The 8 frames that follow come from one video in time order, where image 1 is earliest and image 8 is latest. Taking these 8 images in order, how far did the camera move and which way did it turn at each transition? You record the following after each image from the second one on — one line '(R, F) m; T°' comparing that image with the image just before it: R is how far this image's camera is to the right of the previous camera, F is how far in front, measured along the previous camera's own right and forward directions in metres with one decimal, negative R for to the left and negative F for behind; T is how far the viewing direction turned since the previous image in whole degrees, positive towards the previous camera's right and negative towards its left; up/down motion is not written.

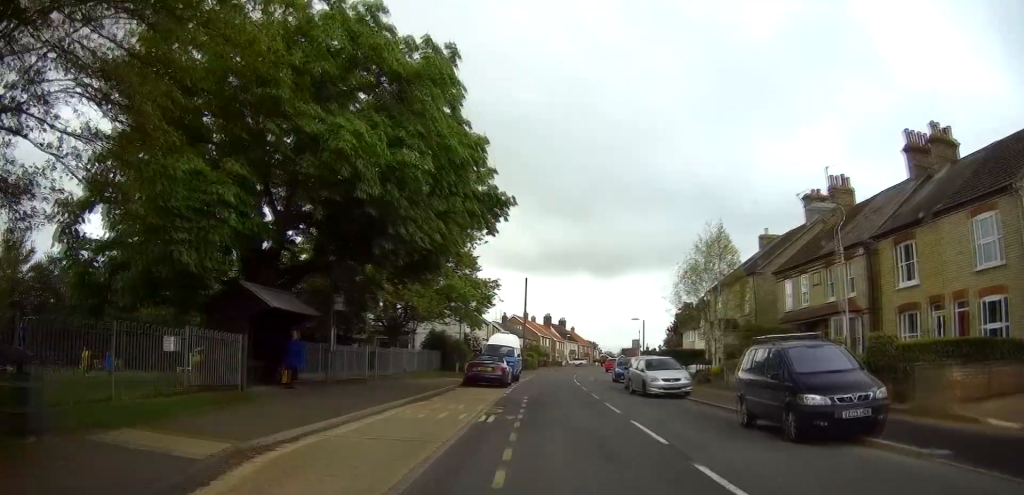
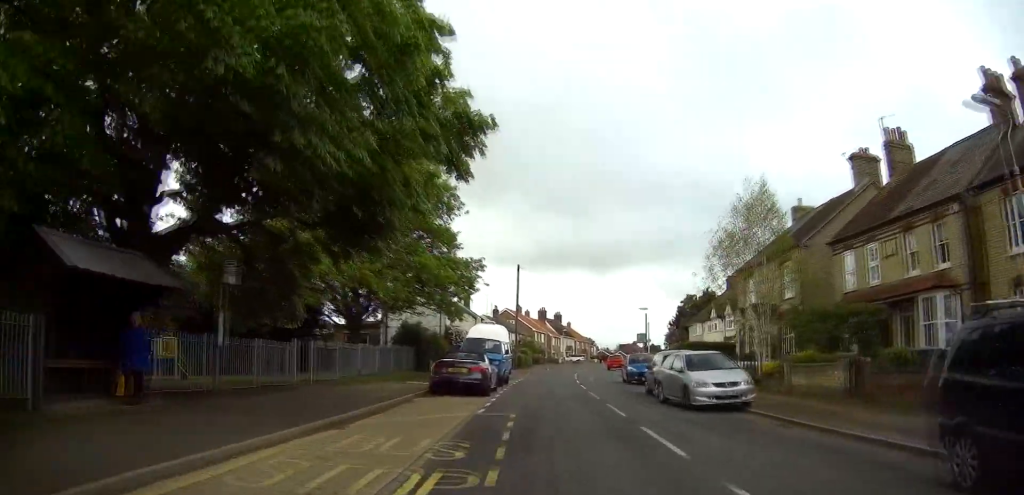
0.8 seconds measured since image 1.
(-0.1, +7.7) m; 0°
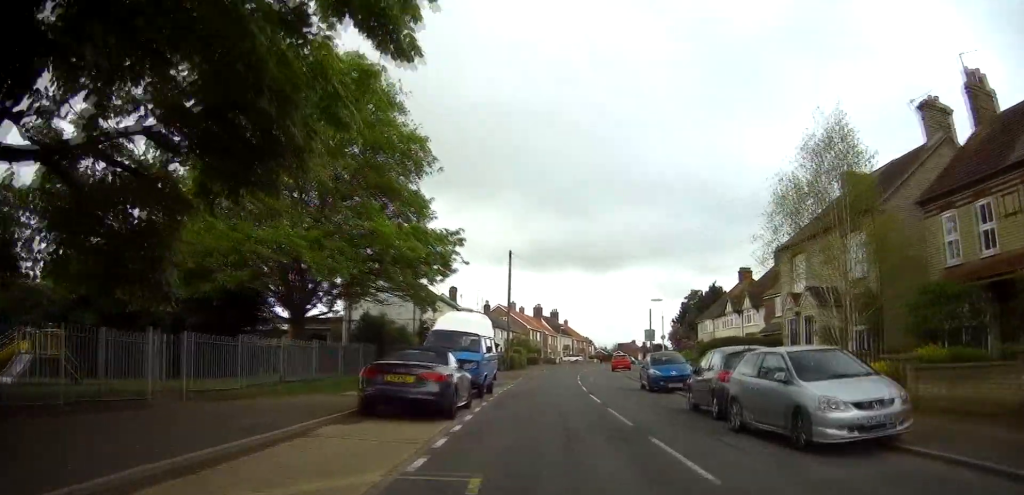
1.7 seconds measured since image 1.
(0.0, +7.8) m; 0°
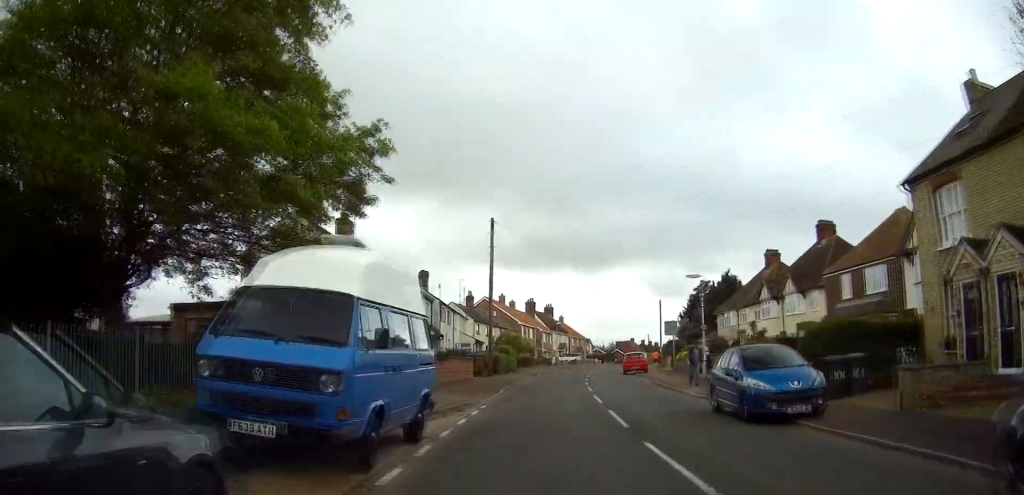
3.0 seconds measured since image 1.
(0.0, +12.4) m; 0°
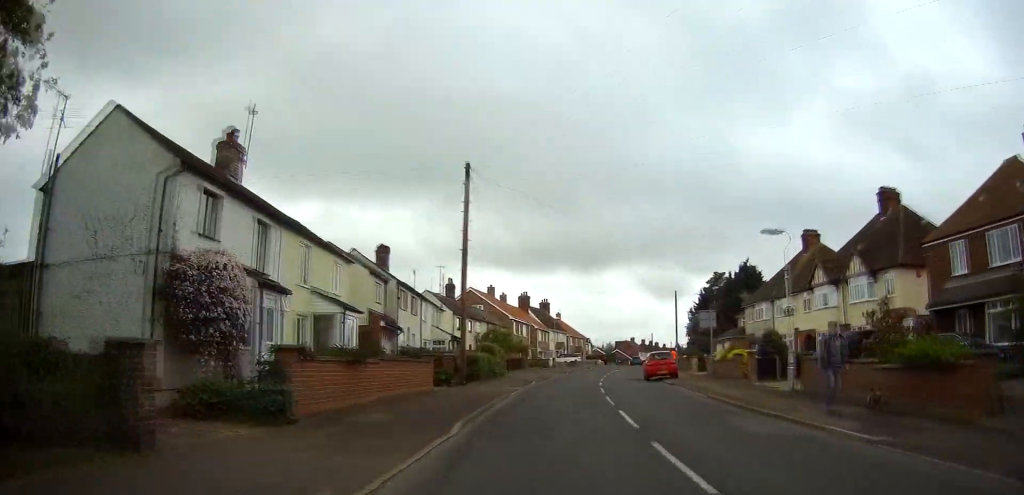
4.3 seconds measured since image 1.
(+0.1, +11.8) m; +1°
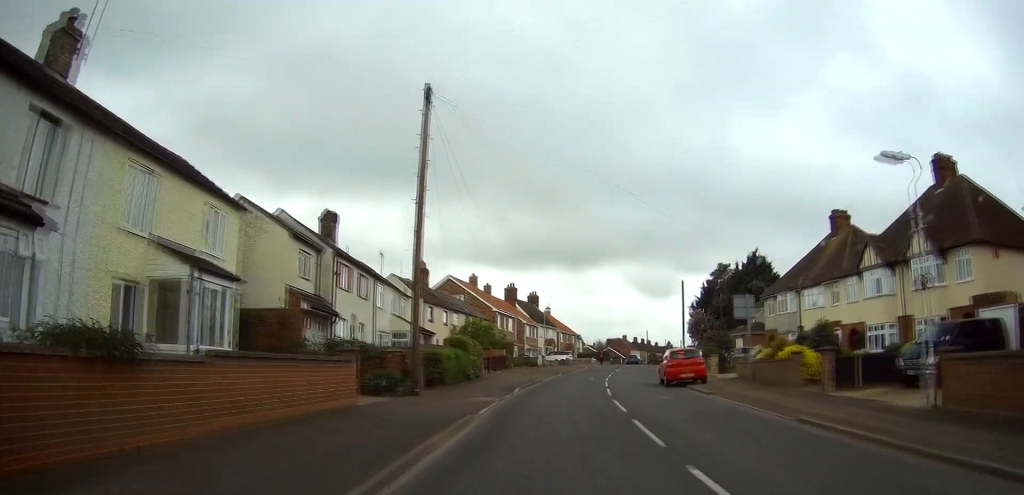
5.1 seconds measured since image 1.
(0.0, +8.5) m; +1°
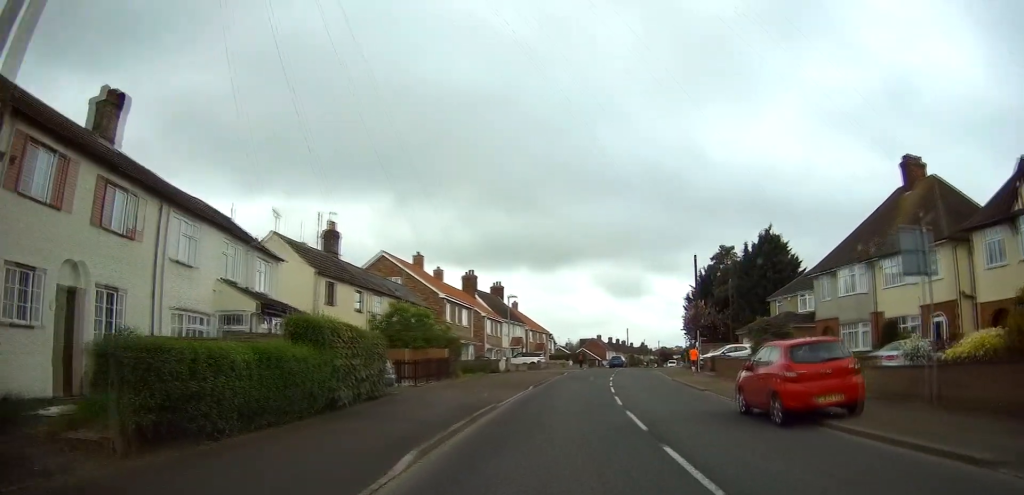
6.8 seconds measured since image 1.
(+0.3, +15.9) m; +3°
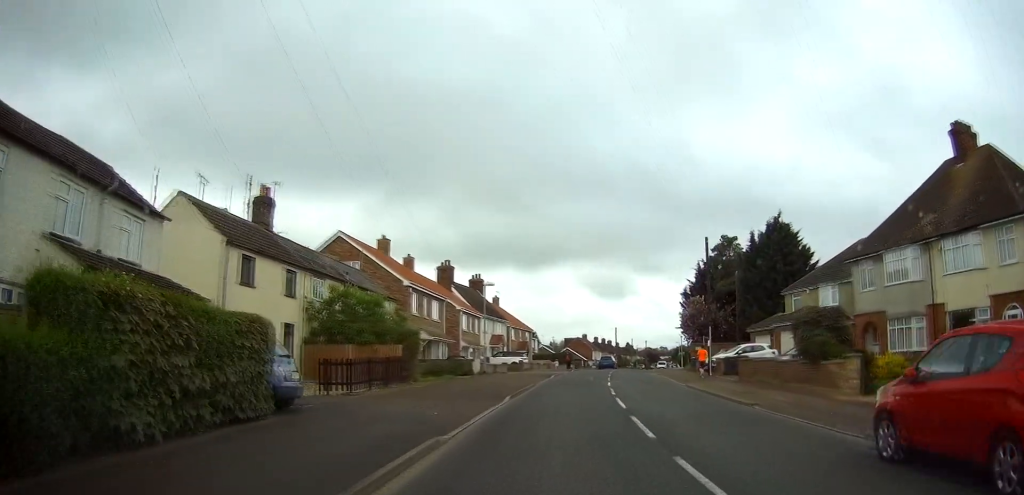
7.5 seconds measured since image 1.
(+0.2, +7.0) m; +1°
